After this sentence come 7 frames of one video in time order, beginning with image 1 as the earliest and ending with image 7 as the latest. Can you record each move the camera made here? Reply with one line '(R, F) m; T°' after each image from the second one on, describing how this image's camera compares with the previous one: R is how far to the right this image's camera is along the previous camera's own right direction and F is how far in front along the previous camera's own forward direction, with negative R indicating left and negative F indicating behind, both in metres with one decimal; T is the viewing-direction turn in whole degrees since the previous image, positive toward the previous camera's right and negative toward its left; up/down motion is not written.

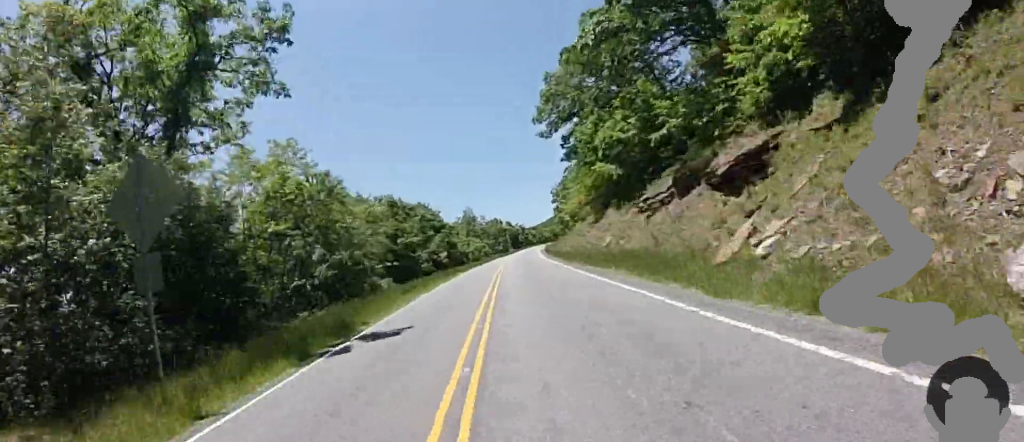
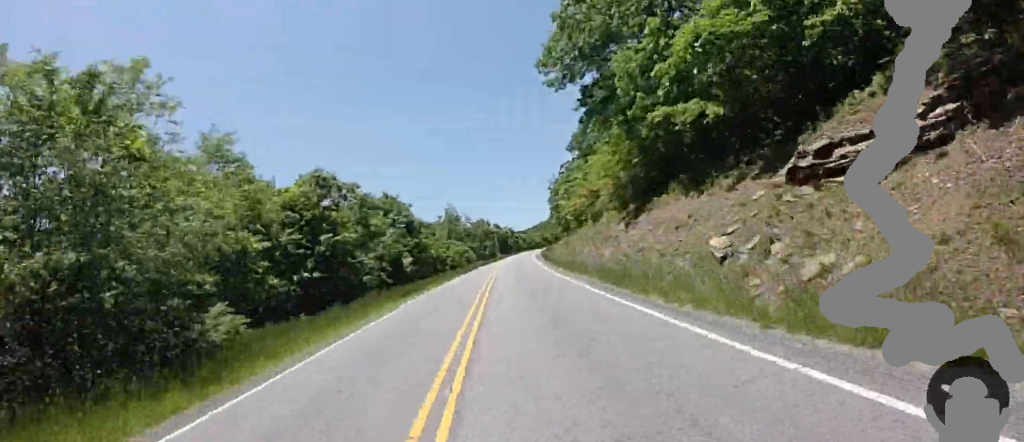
(0.0, +14.5) m; +1°
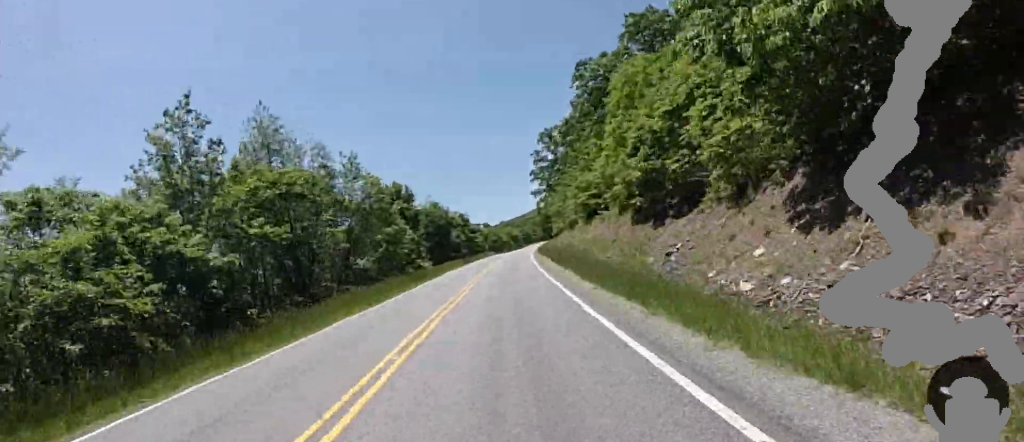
(+2.6, +67.0) m; +3°
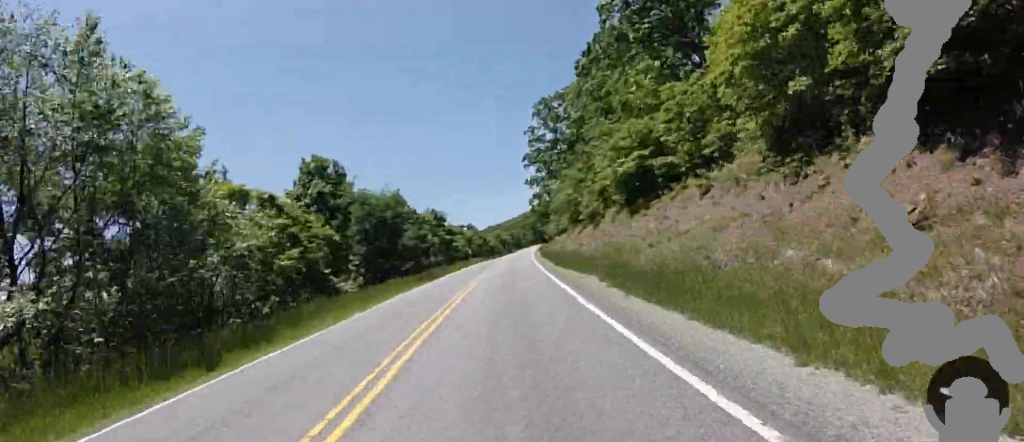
(-0.6, +20.1) m; 0°
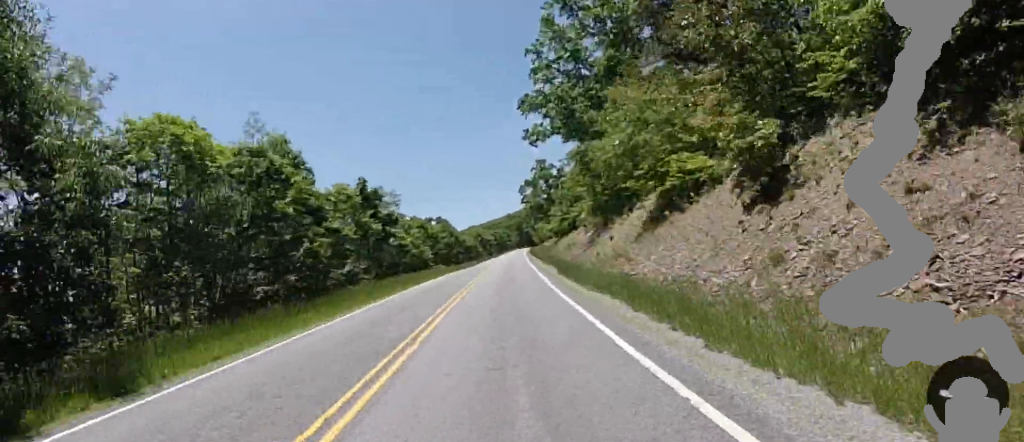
(+1.0, +26.2) m; +2°
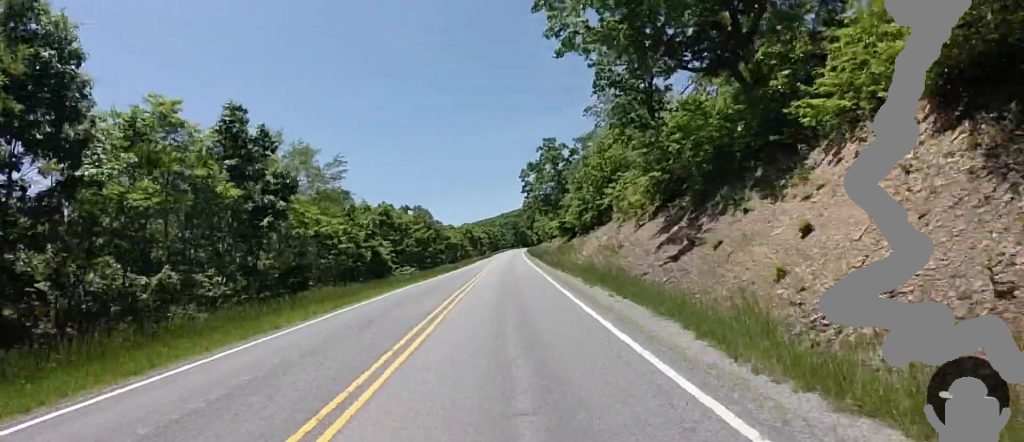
(+0.1, +17.0) m; +2°
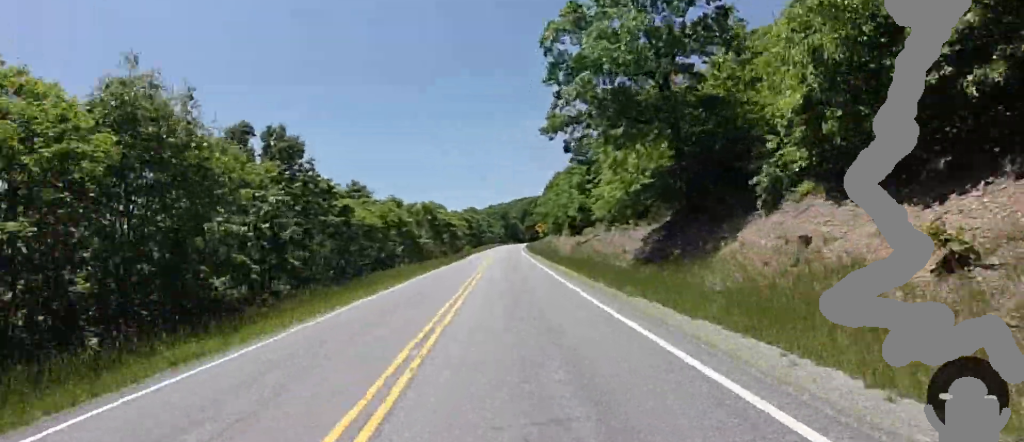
(+1.6, +39.1) m; +4°
